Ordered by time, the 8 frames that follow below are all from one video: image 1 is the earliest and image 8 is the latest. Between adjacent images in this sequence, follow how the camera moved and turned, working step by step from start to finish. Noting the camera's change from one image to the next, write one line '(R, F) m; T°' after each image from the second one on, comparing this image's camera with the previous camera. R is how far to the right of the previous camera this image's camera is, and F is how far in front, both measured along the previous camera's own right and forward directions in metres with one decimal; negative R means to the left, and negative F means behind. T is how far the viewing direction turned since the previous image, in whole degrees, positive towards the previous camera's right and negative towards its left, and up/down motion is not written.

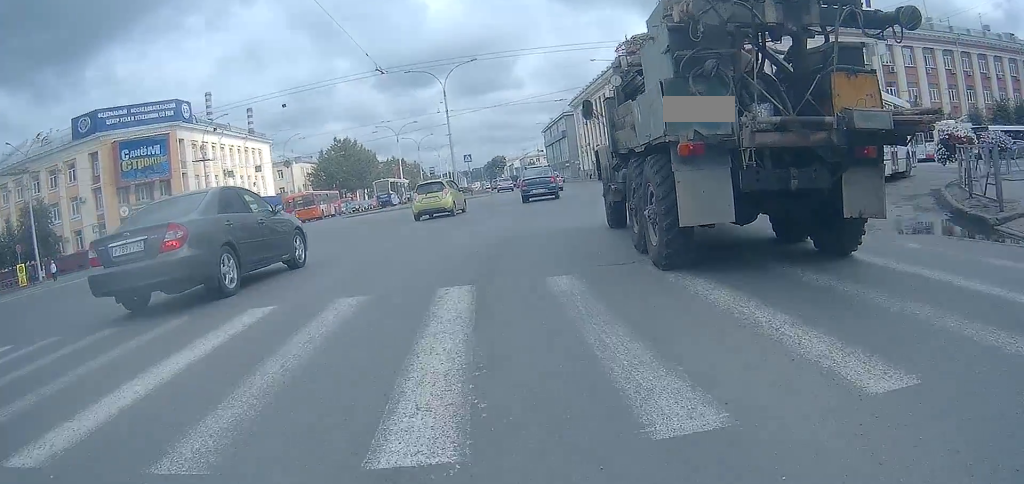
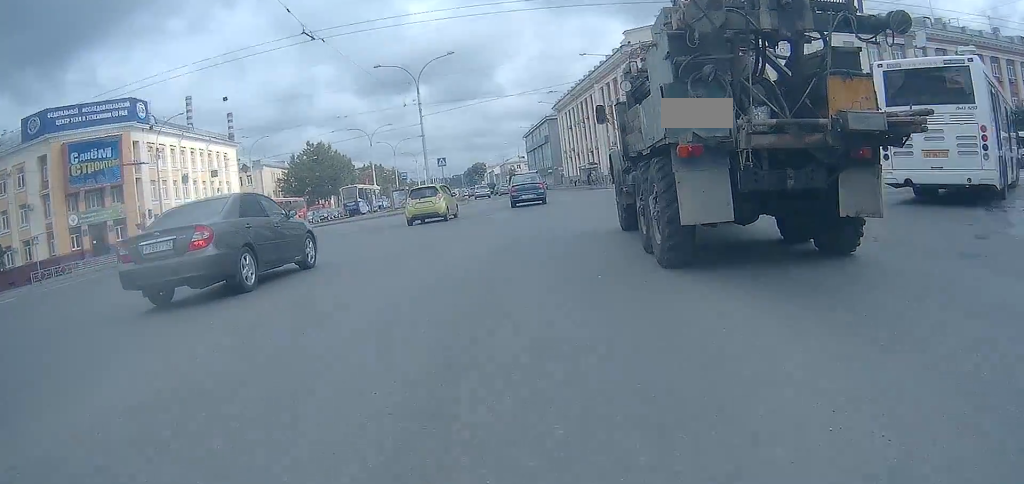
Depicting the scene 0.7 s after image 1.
(+0.2, +6.1) m; +1°
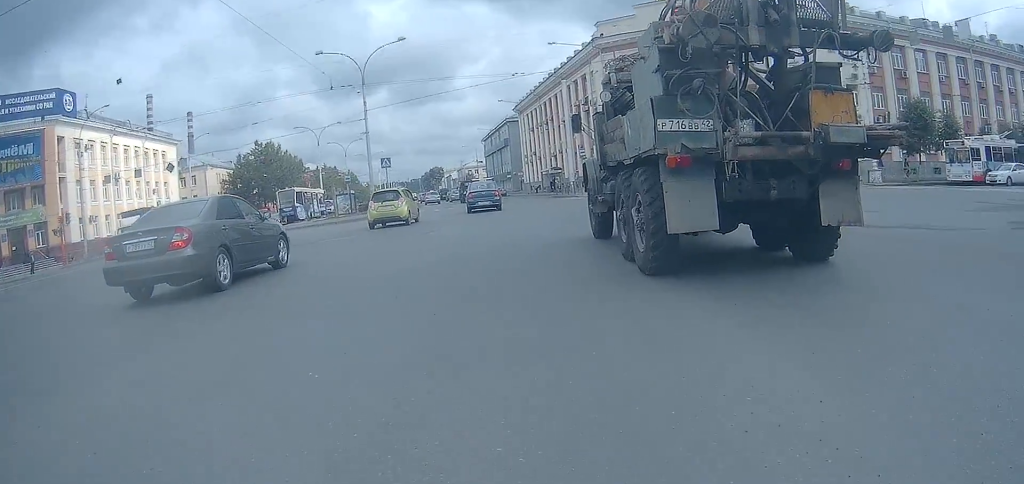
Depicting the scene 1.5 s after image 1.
(+0.1, +6.8) m; +1°
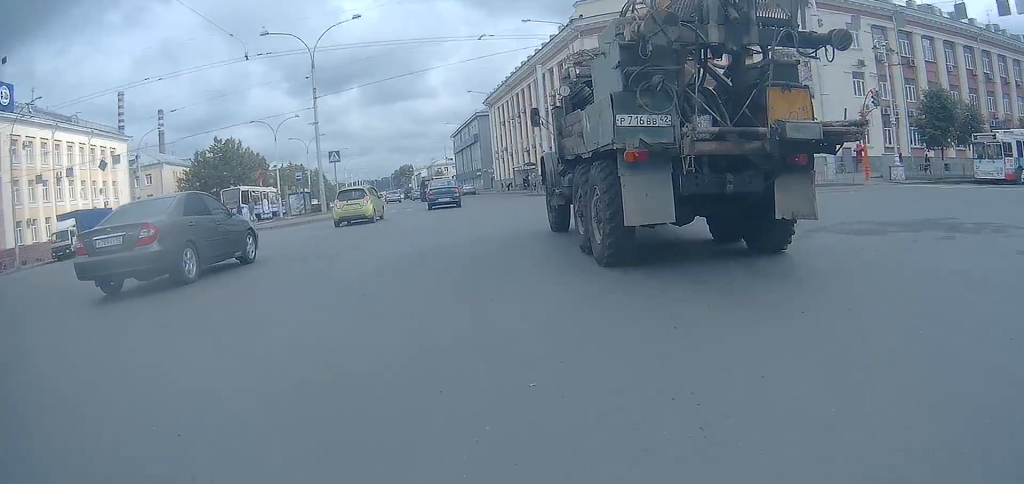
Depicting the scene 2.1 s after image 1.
(0.0, +6.0) m; +1°
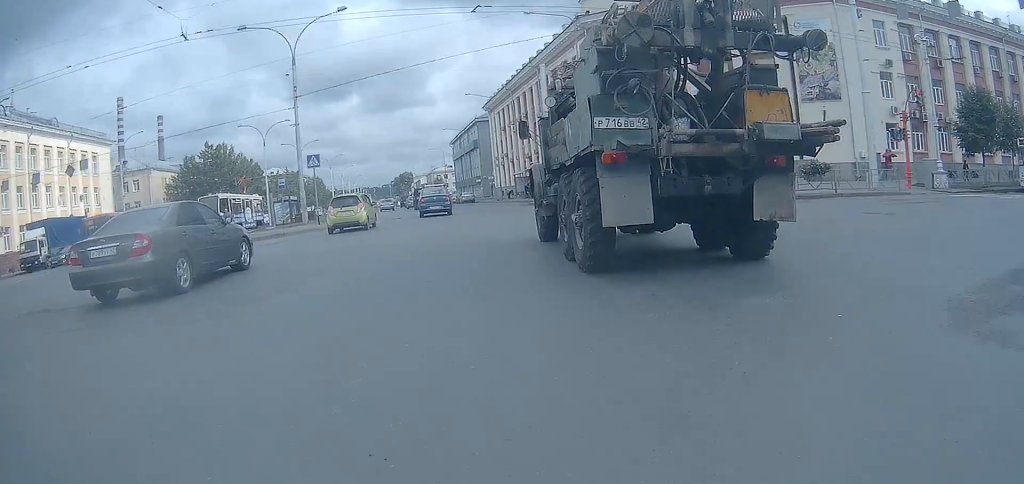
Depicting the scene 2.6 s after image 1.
(+0.1, +4.6) m; 0°
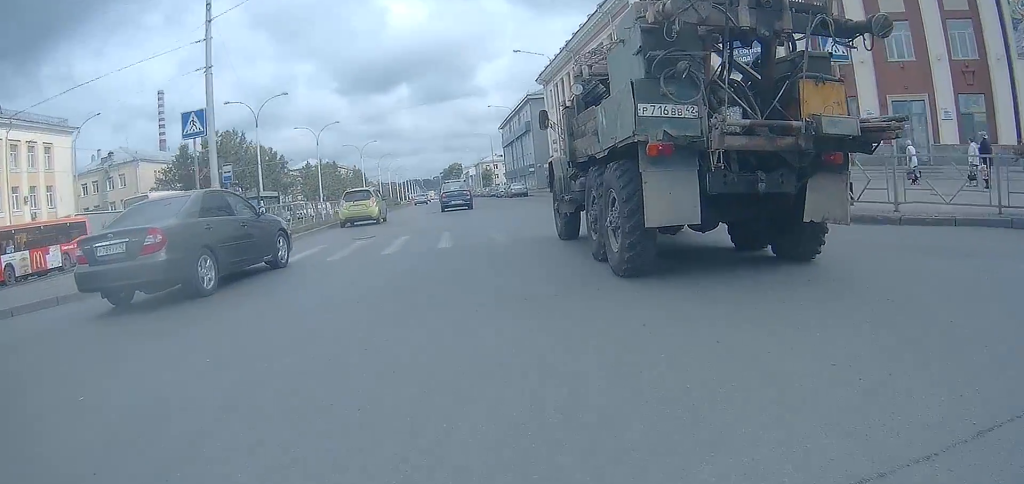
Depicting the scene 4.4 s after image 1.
(-0.4, +17.4) m; -4°
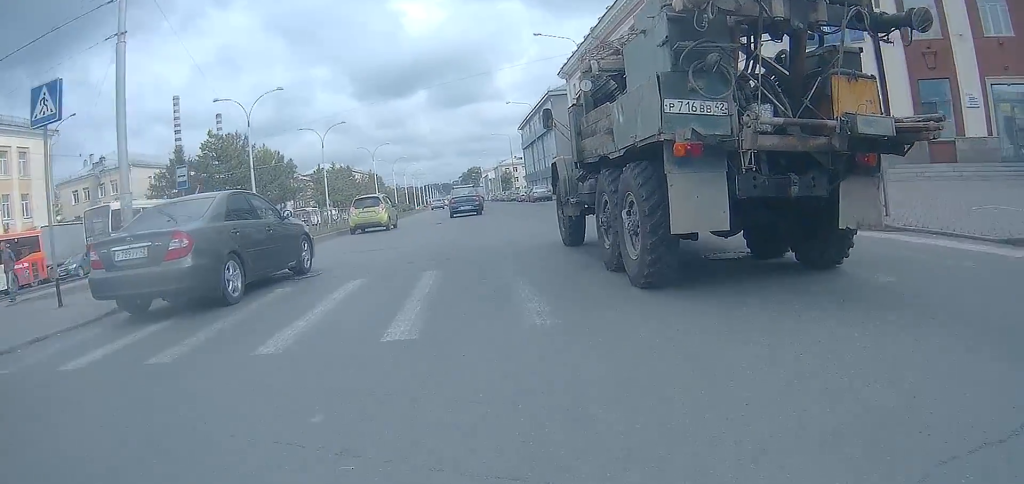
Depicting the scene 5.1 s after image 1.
(-0.1, +6.4) m; -1°
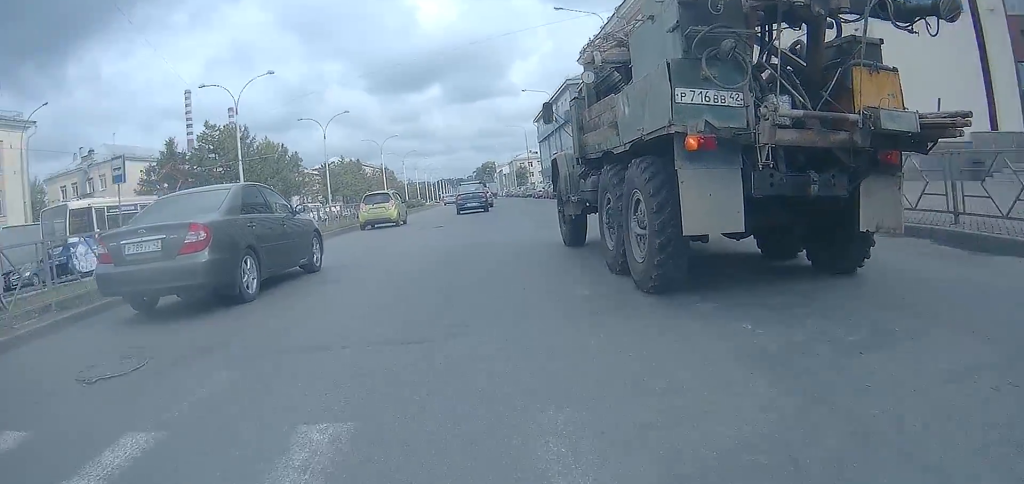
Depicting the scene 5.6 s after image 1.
(0.0, +5.6) m; -1°
